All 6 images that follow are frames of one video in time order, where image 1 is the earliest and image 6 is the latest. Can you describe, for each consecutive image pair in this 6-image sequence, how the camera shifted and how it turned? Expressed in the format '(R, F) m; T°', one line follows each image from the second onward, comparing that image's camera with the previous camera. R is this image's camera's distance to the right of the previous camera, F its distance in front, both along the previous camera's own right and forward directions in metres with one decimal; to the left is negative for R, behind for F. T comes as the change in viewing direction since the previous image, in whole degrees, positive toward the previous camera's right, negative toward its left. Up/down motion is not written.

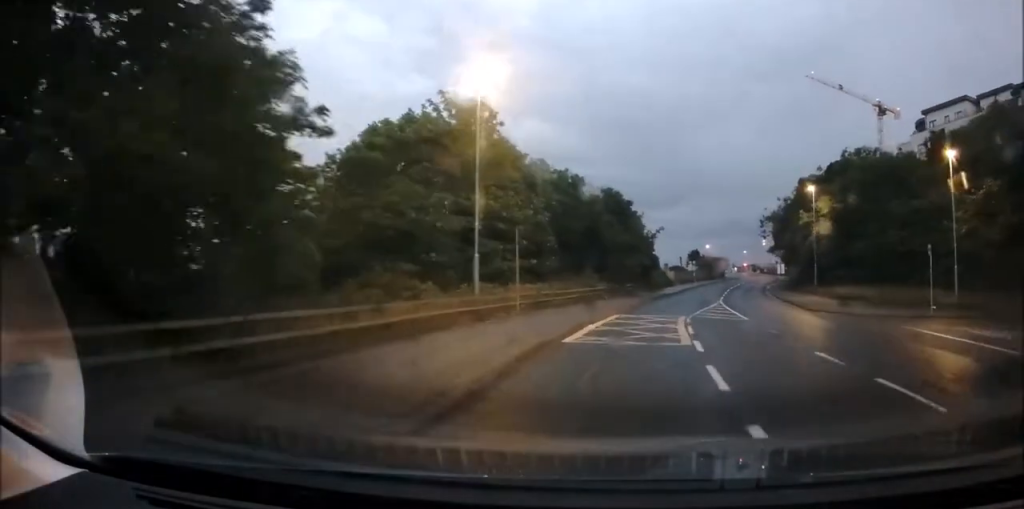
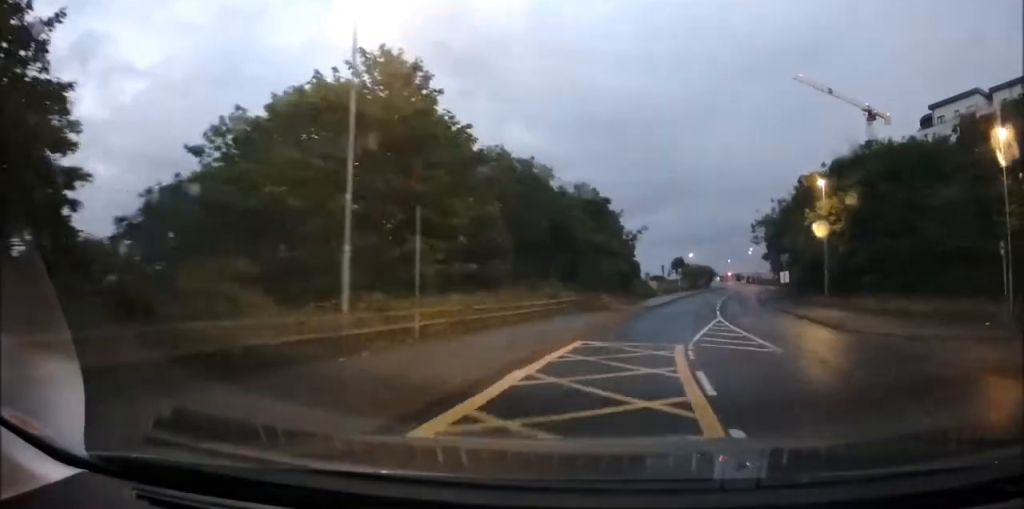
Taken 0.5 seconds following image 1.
(+0.2, +7.5) m; +2°
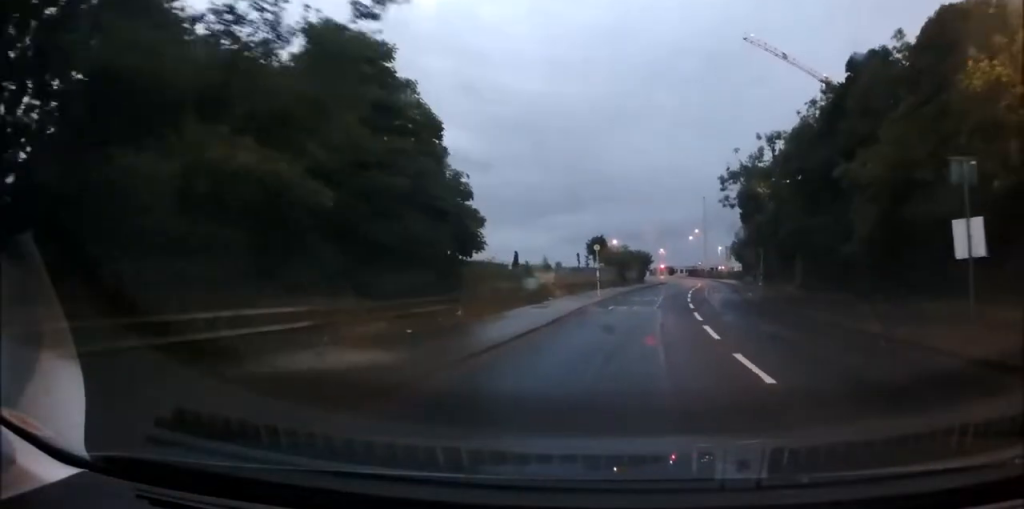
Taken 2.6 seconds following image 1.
(+1.9, +31.0) m; +7°
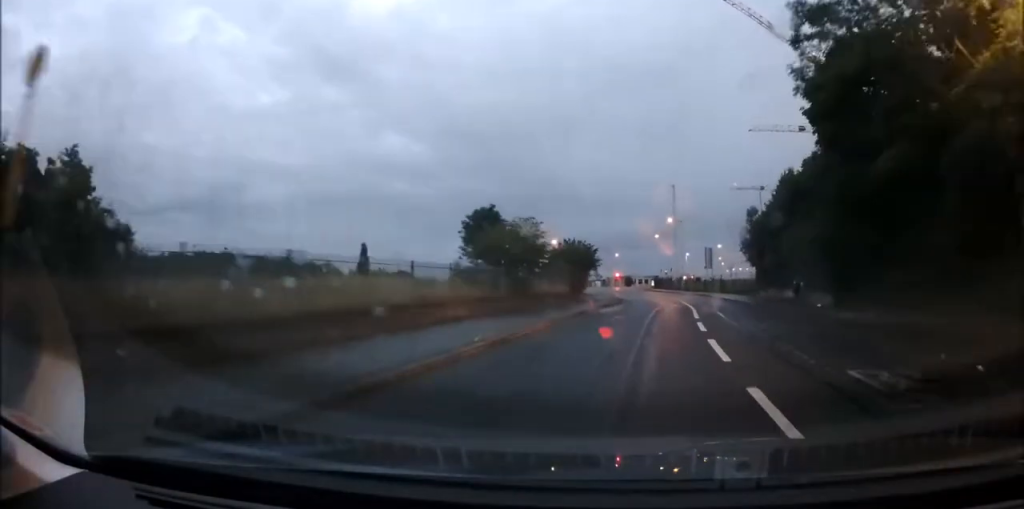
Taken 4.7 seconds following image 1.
(+1.1, +31.8) m; +4°
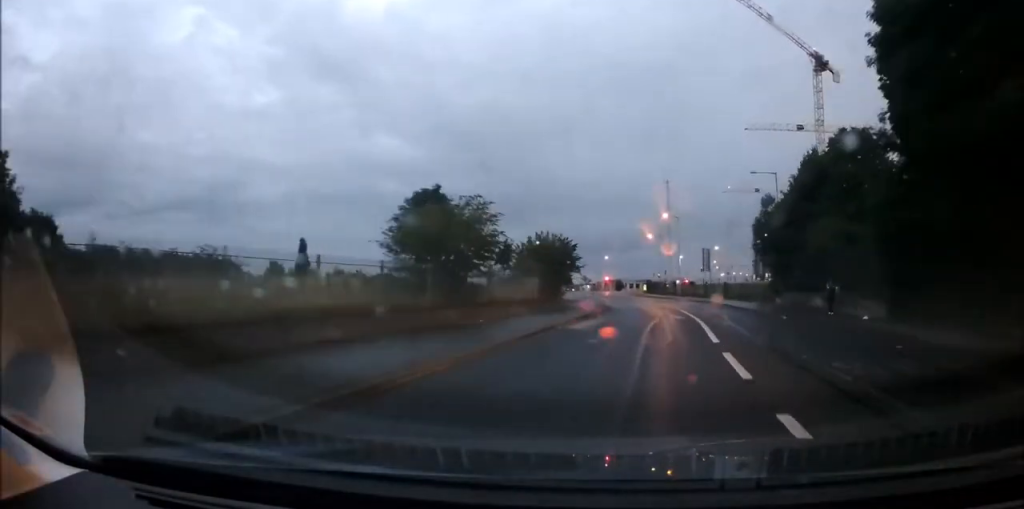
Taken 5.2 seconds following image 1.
(+0.2, +7.4) m; +1°
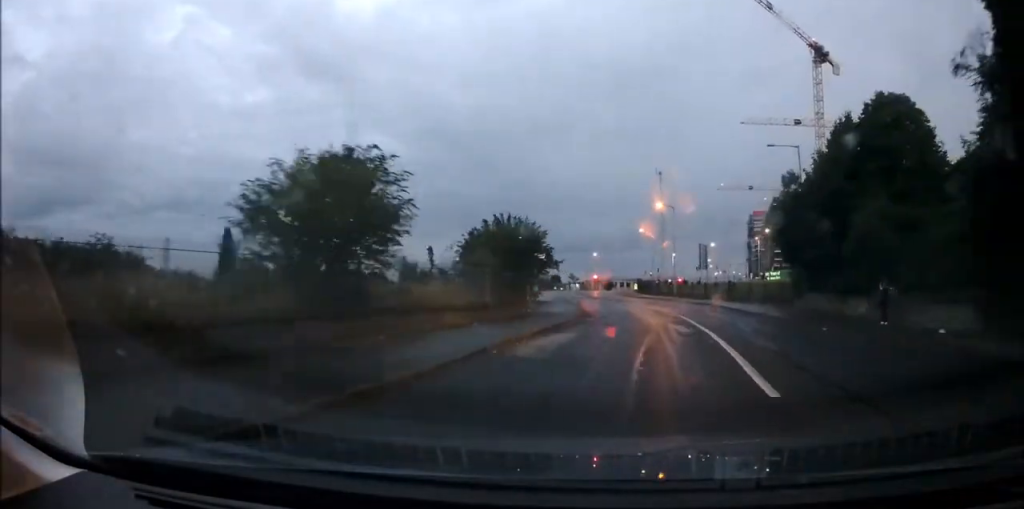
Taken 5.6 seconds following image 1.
(+0.1, +6.8) m; 0°
